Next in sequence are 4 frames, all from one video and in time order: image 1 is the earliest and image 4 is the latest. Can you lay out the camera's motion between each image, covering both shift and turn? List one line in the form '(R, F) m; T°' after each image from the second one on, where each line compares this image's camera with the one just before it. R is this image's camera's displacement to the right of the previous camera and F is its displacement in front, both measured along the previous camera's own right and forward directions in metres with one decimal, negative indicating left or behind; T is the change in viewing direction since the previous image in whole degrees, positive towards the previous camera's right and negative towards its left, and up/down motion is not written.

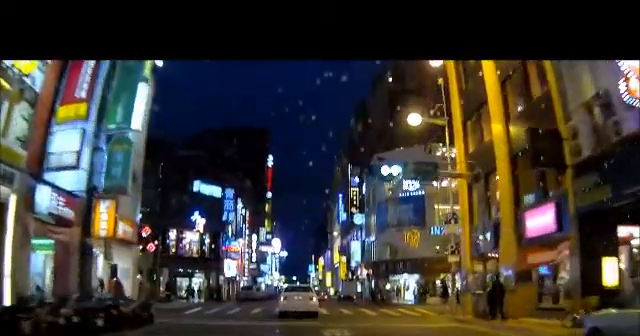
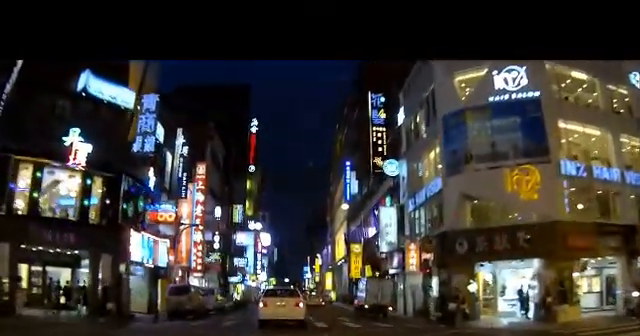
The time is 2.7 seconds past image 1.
(+0.3, +26.1) m; +1°
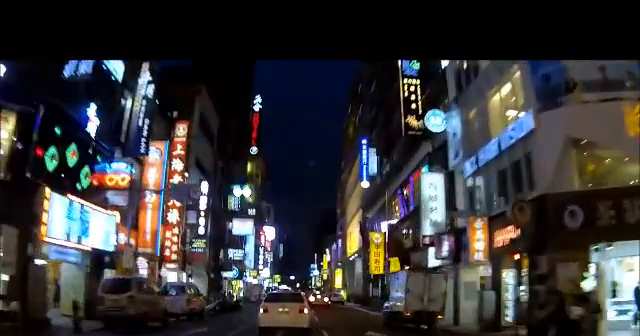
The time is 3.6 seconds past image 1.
(0.0, +9.6) m; 0°
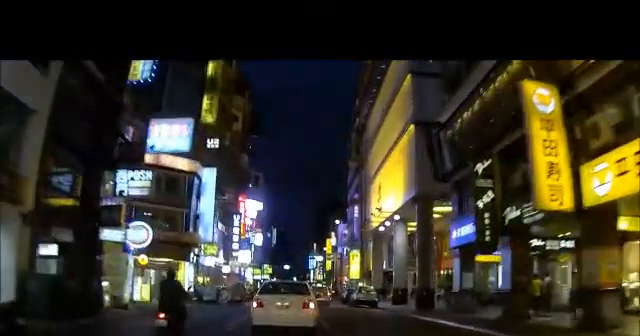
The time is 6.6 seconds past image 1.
(-0.3, +29.6) m; +1°
